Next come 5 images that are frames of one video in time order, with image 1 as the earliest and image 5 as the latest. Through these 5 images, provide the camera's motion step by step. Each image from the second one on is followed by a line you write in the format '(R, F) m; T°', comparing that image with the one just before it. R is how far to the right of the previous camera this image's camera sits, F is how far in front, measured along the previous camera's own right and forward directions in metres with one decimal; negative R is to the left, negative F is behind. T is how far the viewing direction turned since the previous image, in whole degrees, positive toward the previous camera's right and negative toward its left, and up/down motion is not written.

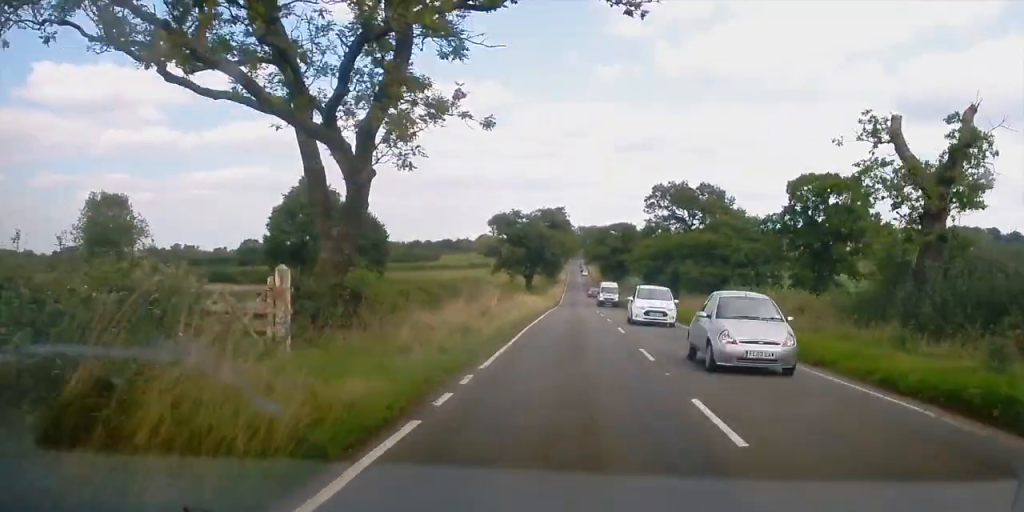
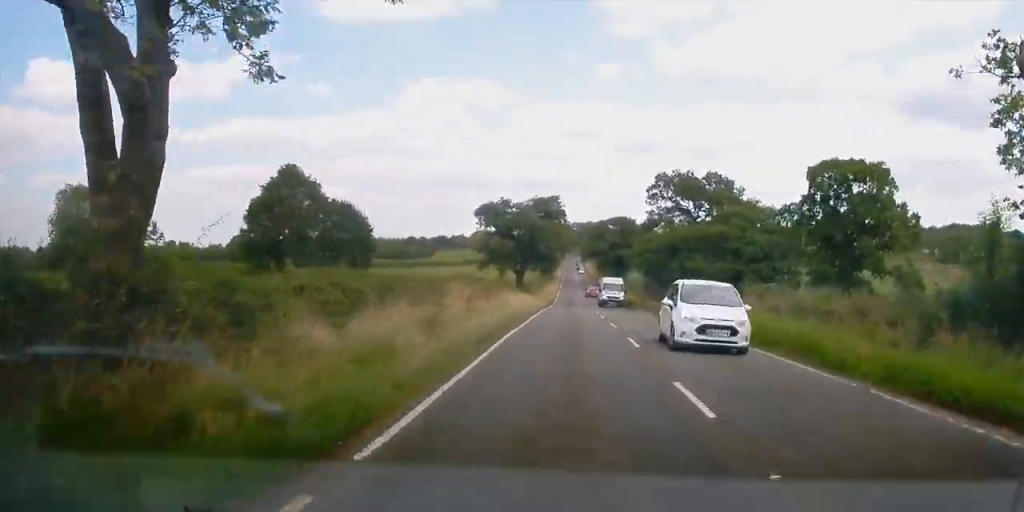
(-0.1, +6.7) m; 0°
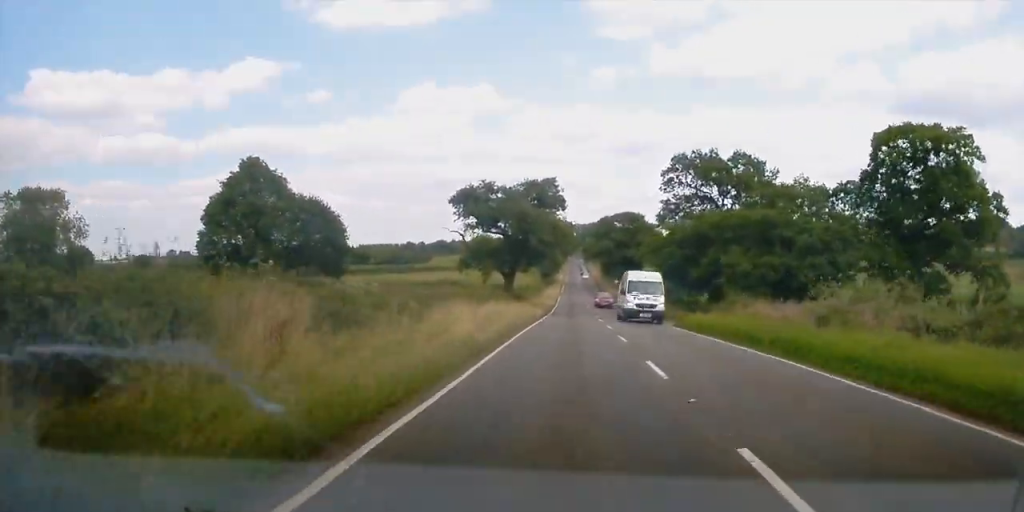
(+0.2, +13.5) m; -2°
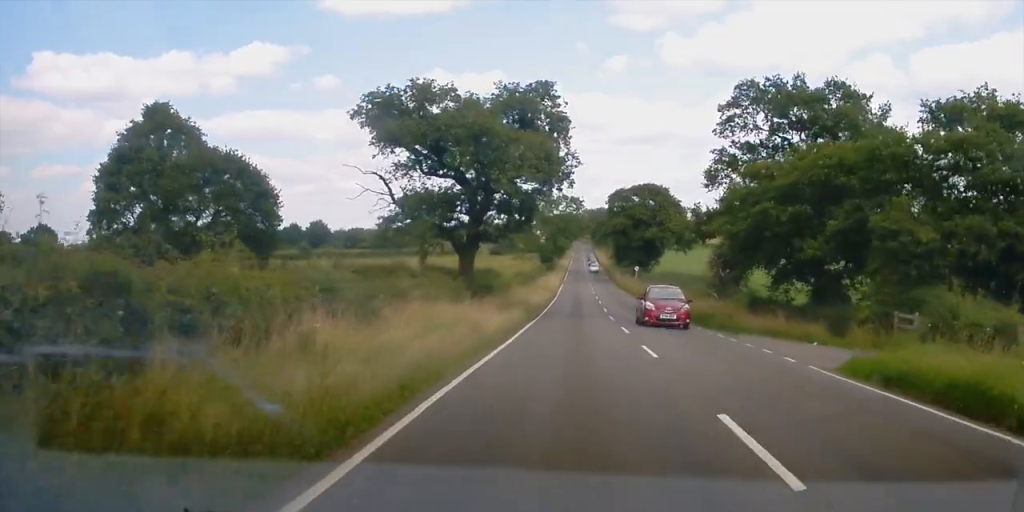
(-0.7, +24.1) m; -1°
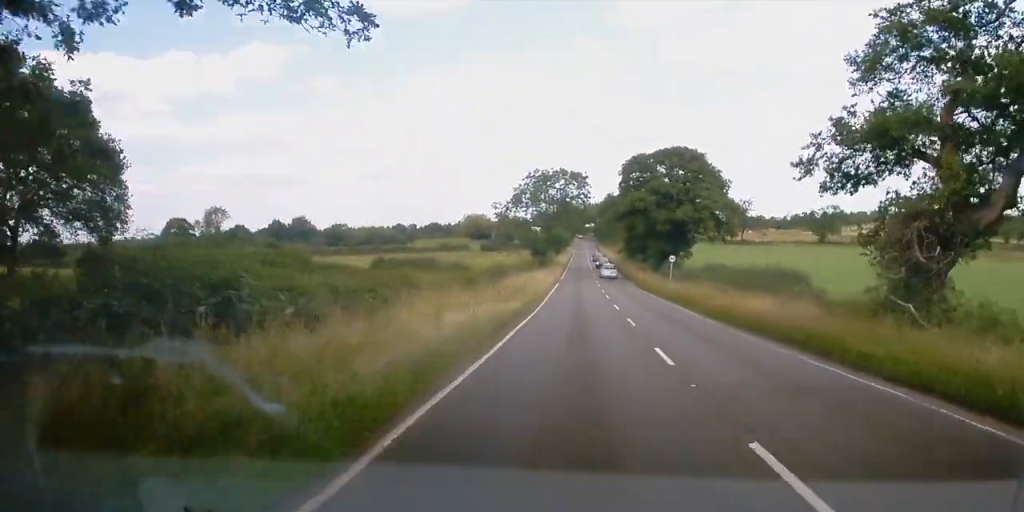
(+0.7, +27.6) m; +2°
